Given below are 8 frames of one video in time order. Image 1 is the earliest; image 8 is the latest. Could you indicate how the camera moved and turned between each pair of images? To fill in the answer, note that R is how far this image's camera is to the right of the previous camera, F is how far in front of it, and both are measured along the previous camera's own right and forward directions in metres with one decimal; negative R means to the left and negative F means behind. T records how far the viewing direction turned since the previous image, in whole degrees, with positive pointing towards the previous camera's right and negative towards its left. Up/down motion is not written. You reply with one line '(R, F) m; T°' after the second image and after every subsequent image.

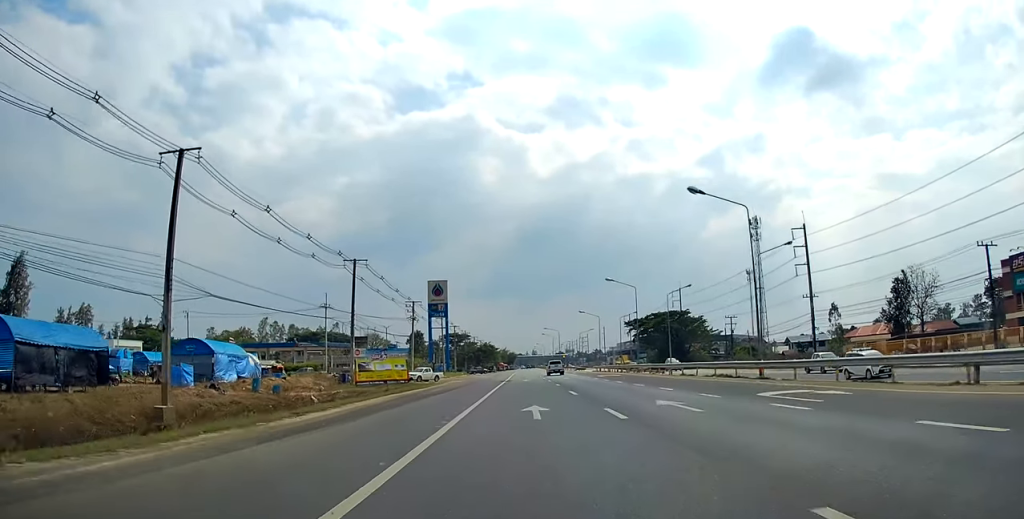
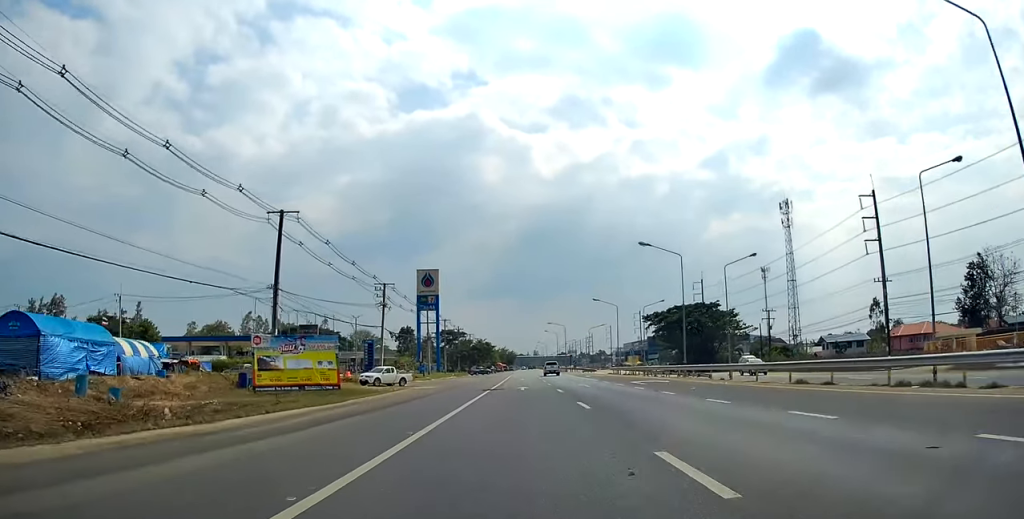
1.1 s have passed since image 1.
(-0.7, +20.4) m; 0°
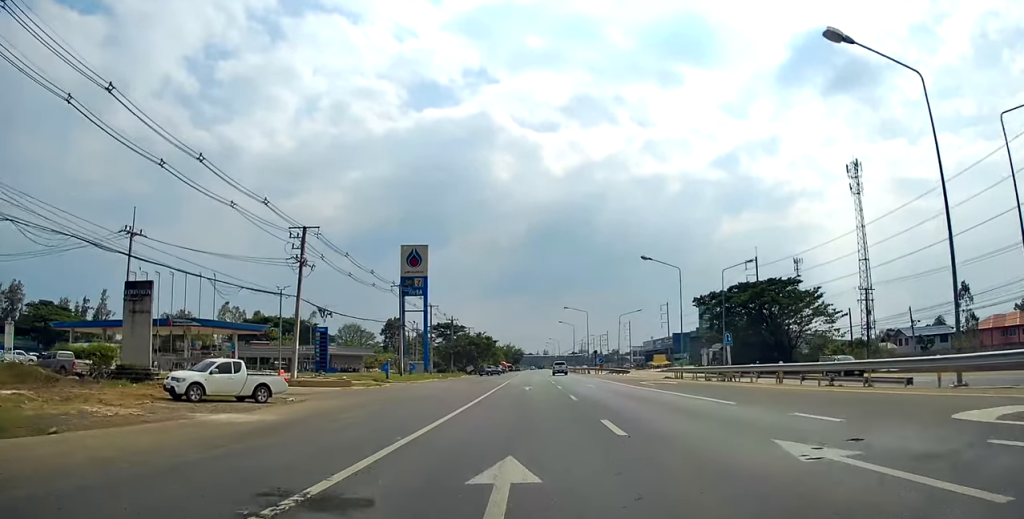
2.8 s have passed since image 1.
(+0.2, +30.8) m; -2°
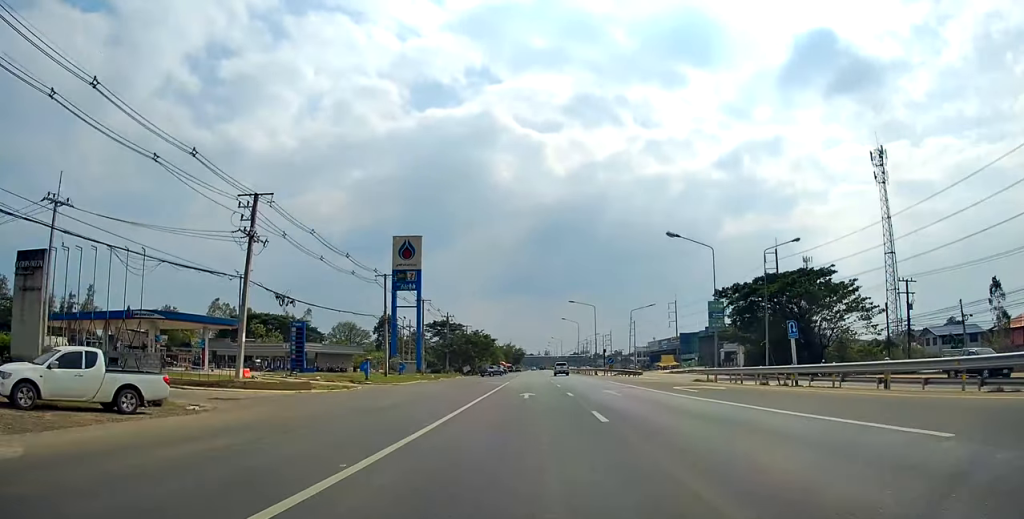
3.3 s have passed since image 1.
(-0.2, +9.0) m; -1°
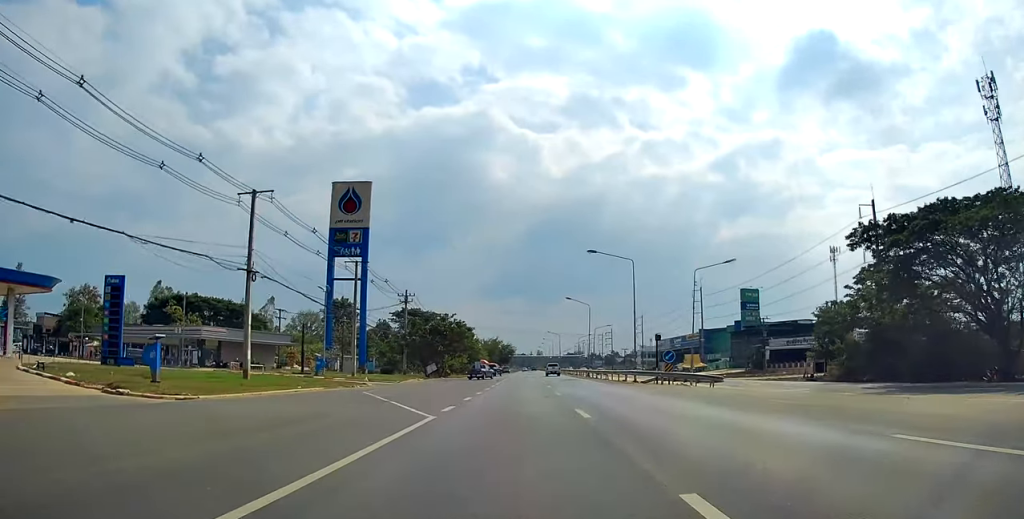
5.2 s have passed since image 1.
(+1.4, +35.5) m; +2°
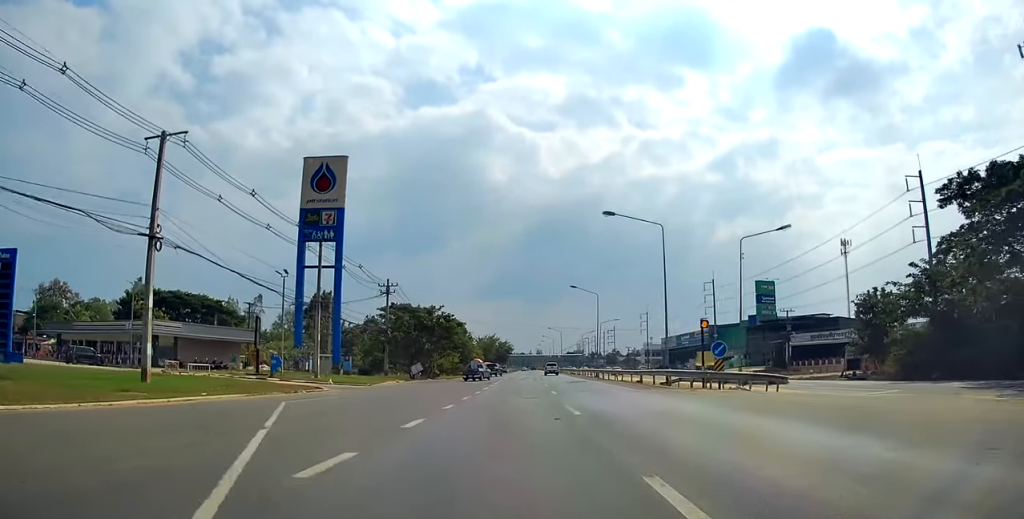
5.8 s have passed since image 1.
(-0.4, +11.0) m; -1°
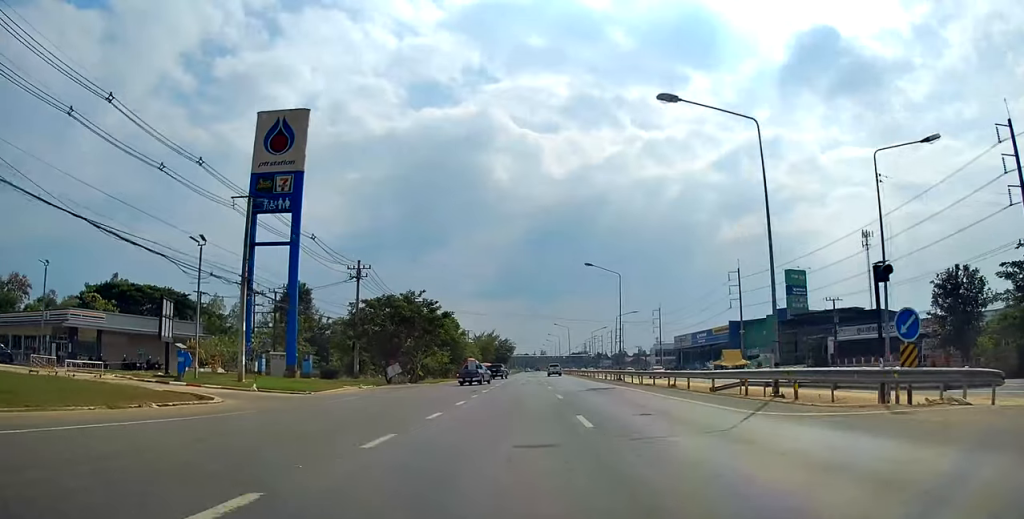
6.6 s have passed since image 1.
(-0.2, +15.3) m; -1°
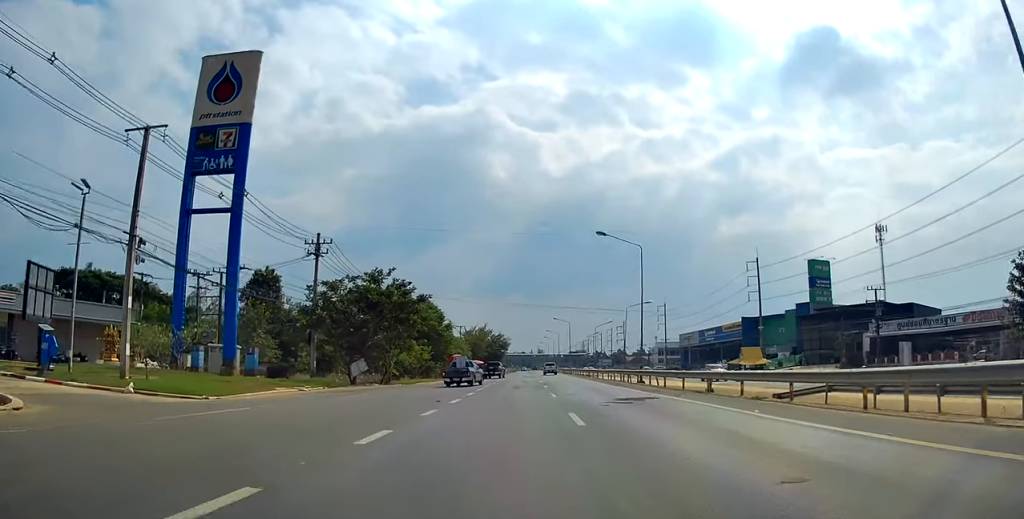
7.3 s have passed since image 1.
(-0.1, +12.1) m; 0°
